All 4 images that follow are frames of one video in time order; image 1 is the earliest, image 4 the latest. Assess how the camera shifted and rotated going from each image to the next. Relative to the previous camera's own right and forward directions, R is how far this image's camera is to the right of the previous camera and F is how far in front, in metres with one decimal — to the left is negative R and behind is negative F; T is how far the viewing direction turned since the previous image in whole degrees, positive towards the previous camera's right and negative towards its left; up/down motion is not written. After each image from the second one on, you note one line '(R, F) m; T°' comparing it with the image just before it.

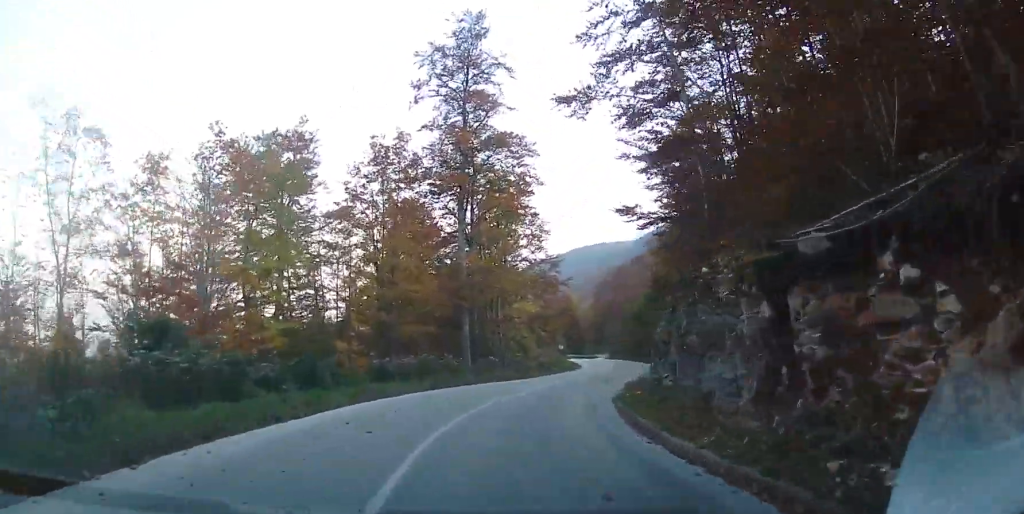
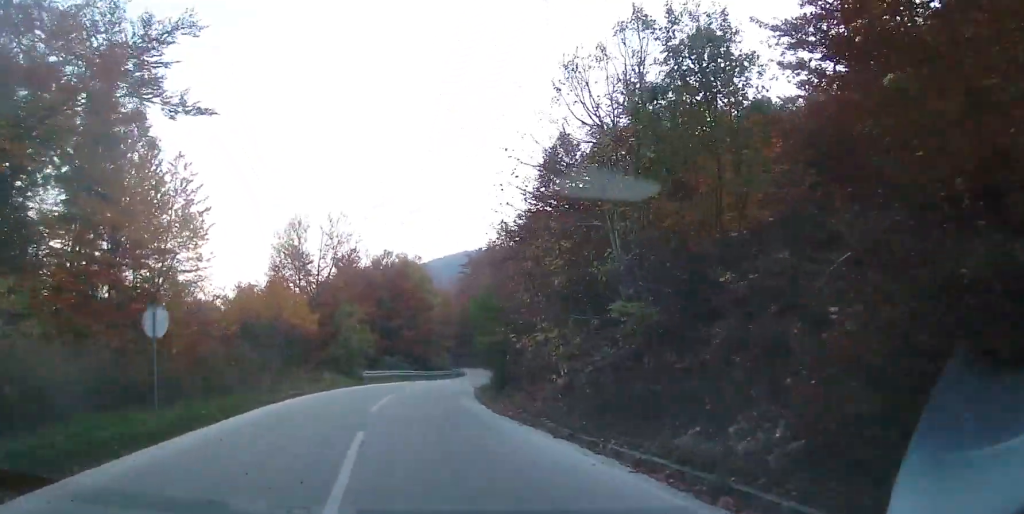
(+25.3, +70.2) m; +15°
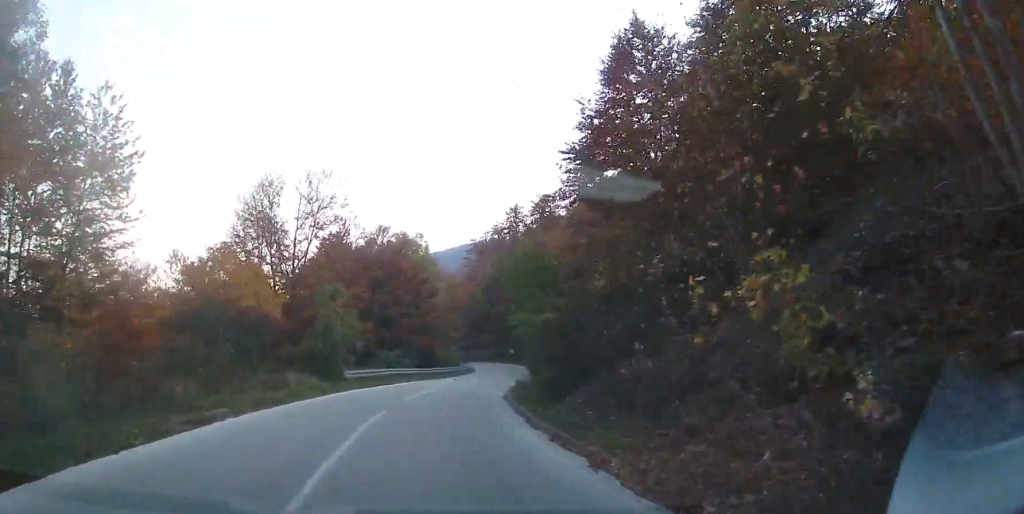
(-0.2, +10.9) m; 0°
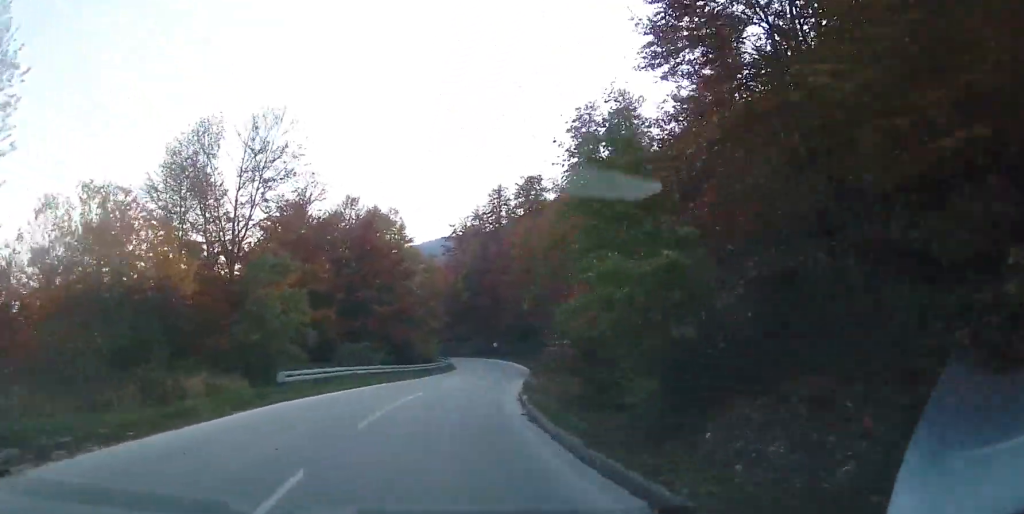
(-0.3, +9.3) m; +1°
